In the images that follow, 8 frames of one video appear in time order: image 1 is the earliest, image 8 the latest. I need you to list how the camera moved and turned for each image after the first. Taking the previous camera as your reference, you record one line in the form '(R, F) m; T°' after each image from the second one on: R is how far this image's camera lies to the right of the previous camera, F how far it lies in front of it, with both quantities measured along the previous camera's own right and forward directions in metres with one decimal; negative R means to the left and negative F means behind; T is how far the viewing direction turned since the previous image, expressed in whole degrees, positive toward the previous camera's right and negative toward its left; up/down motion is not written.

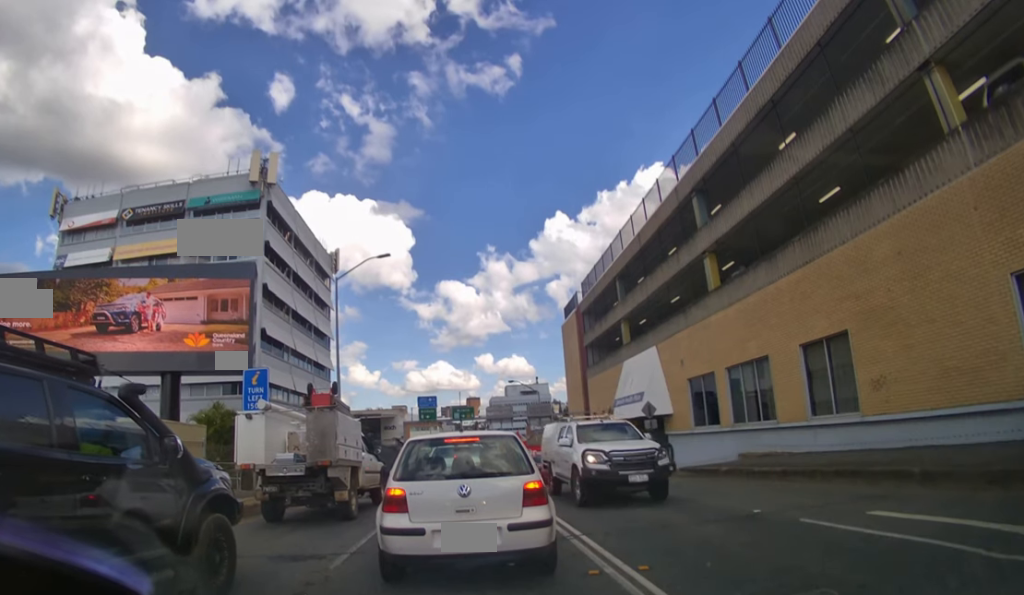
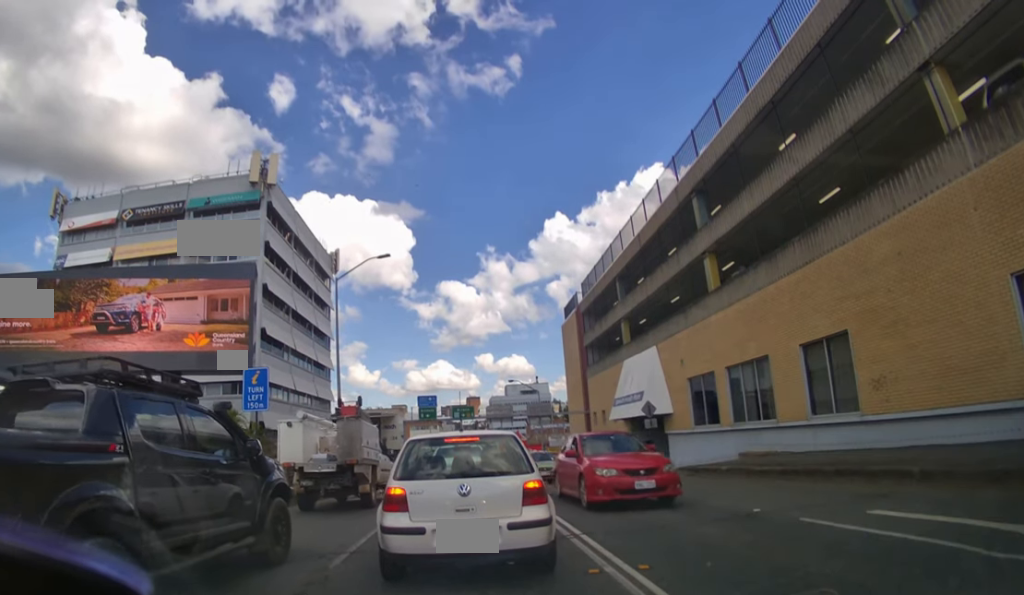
(0.0, 0.0) m; 0°
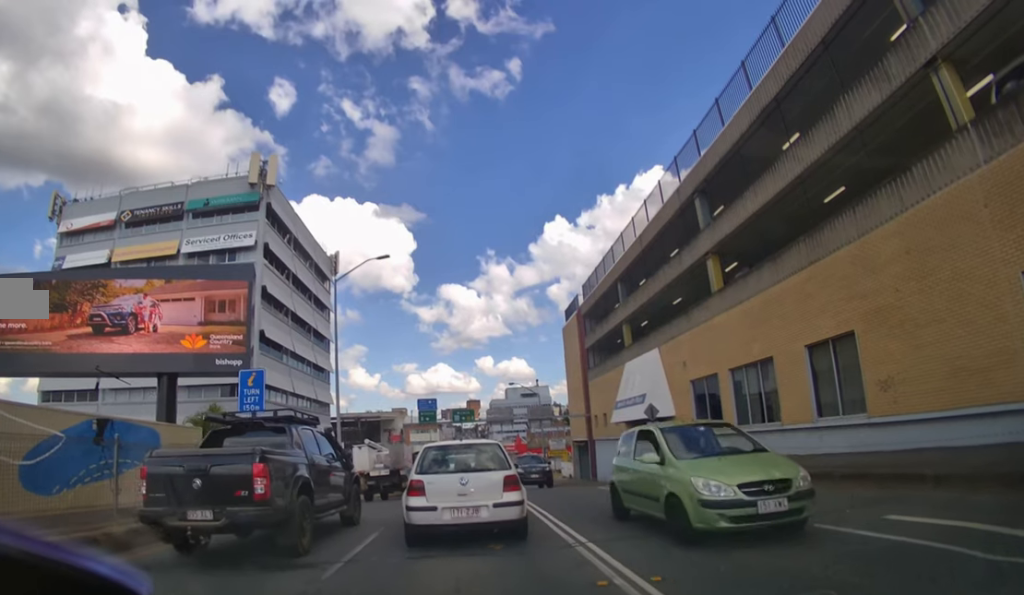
(0.0, +0.4) m; 0°
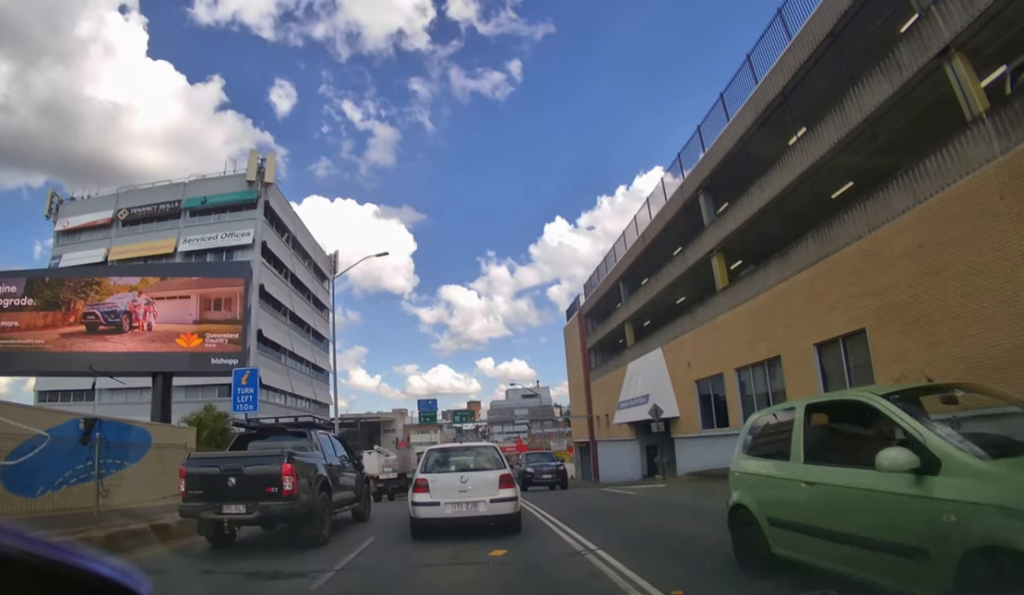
(0.0, +0.4) m; 0°
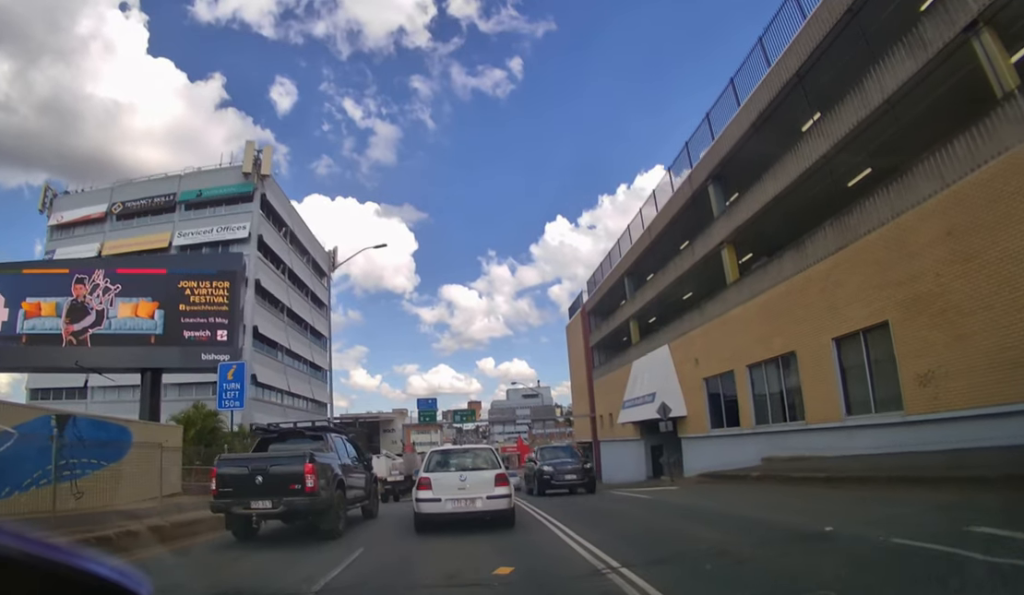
(0.0, +0.9) m; 0°
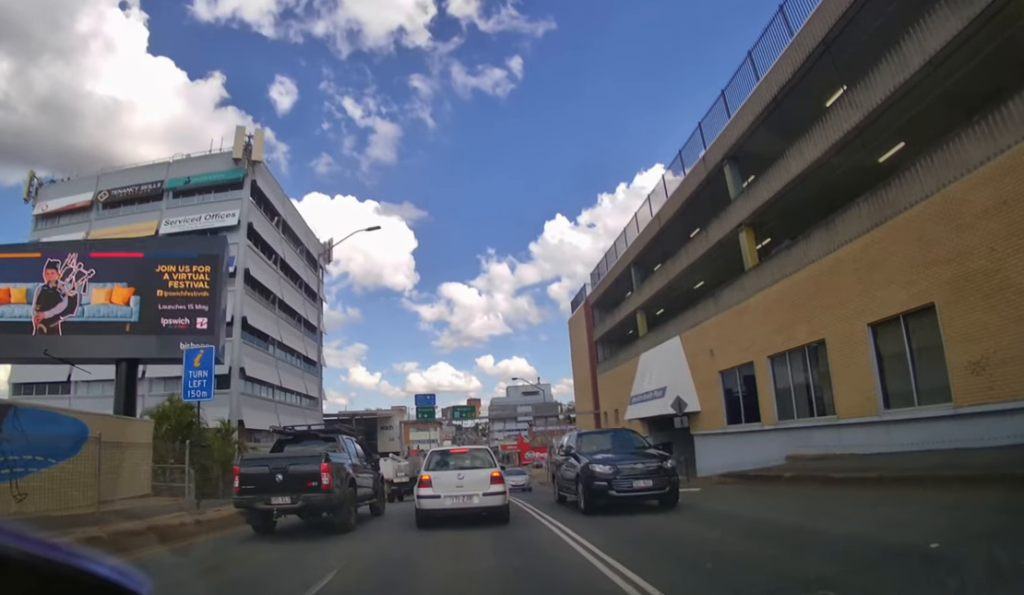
(0.0, +1.6) m; 0°
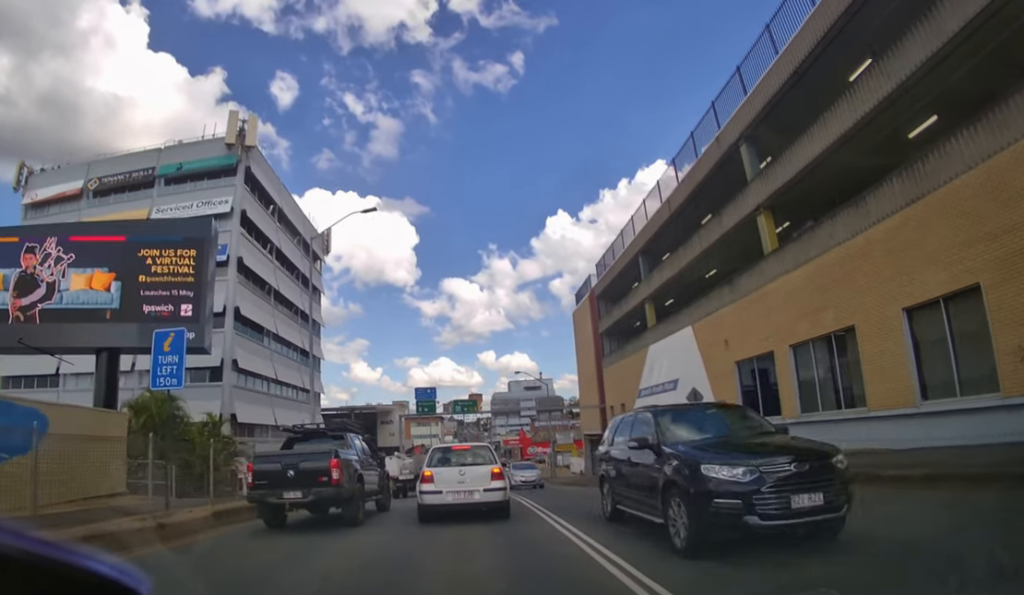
(0.0, +1.2) m; 0°
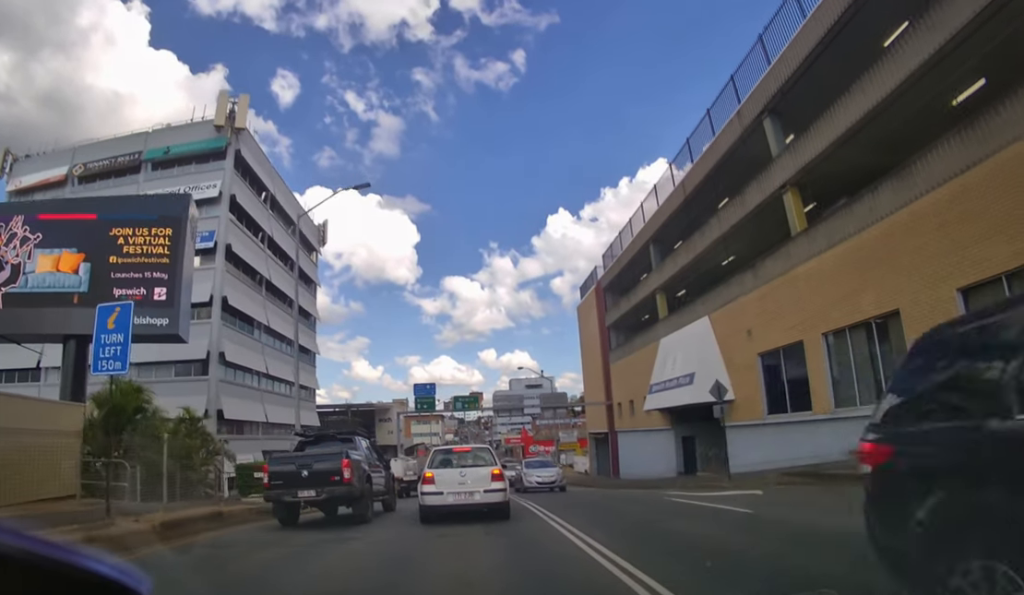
(0.0, +1.6) m; 0°
